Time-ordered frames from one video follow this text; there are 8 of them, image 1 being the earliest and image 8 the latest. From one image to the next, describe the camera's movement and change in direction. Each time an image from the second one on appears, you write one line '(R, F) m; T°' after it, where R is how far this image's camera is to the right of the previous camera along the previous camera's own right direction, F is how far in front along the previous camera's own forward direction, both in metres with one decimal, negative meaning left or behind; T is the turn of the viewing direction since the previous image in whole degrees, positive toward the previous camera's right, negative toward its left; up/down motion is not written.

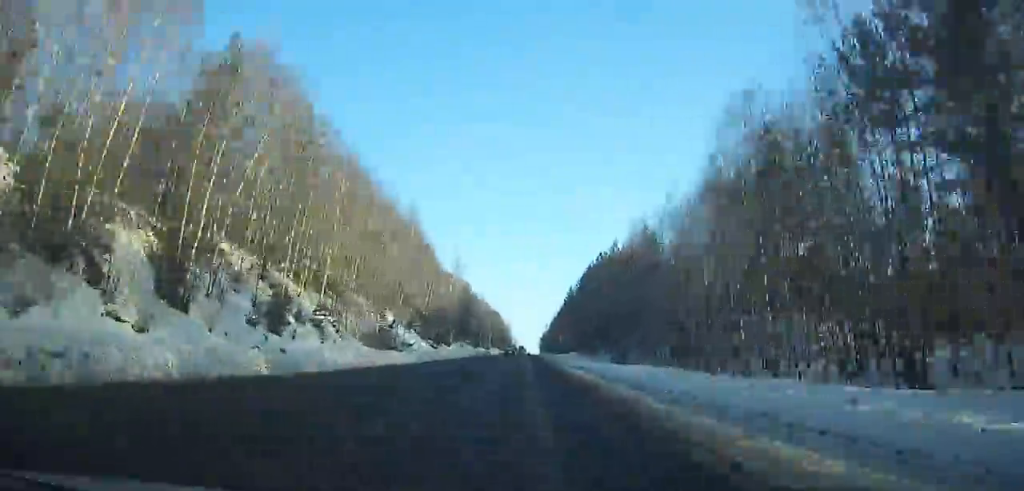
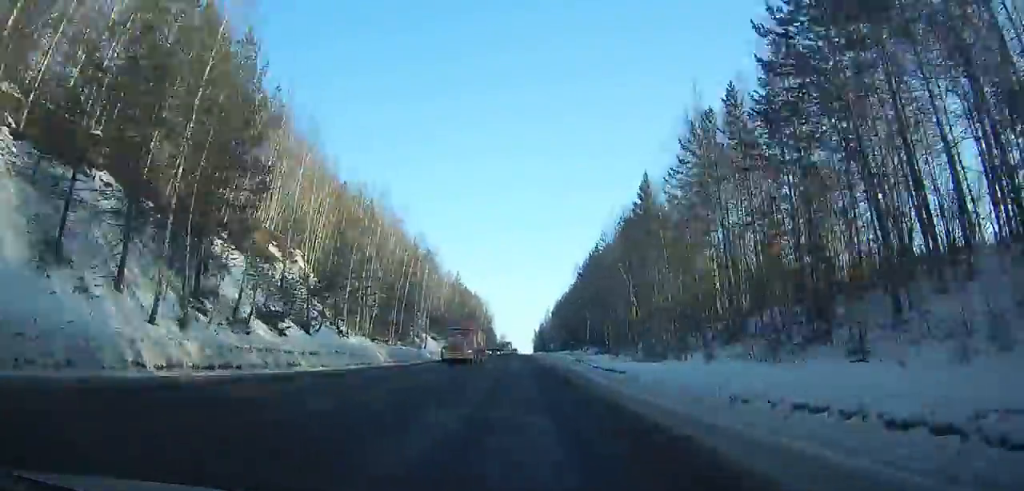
(+0.1, +115.7) m; 0°
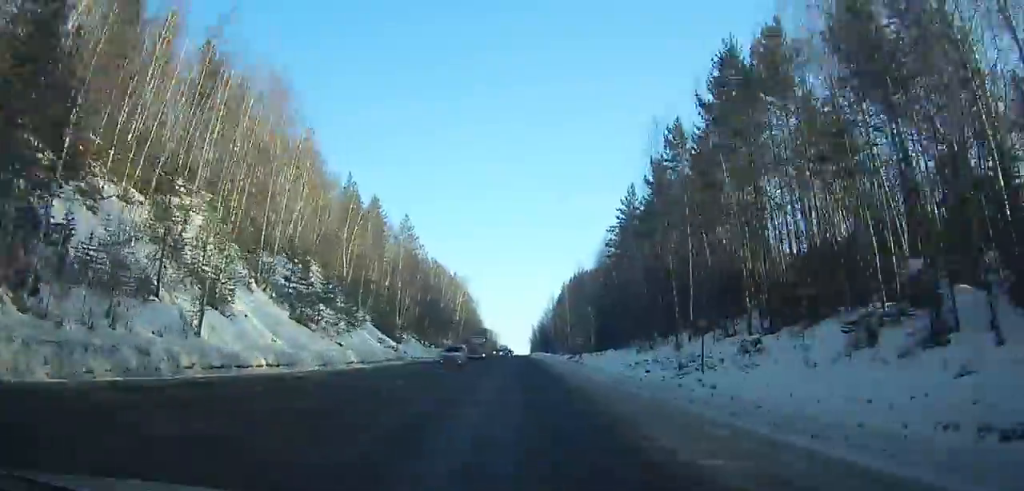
(+0.2, +58.7) m; 0°
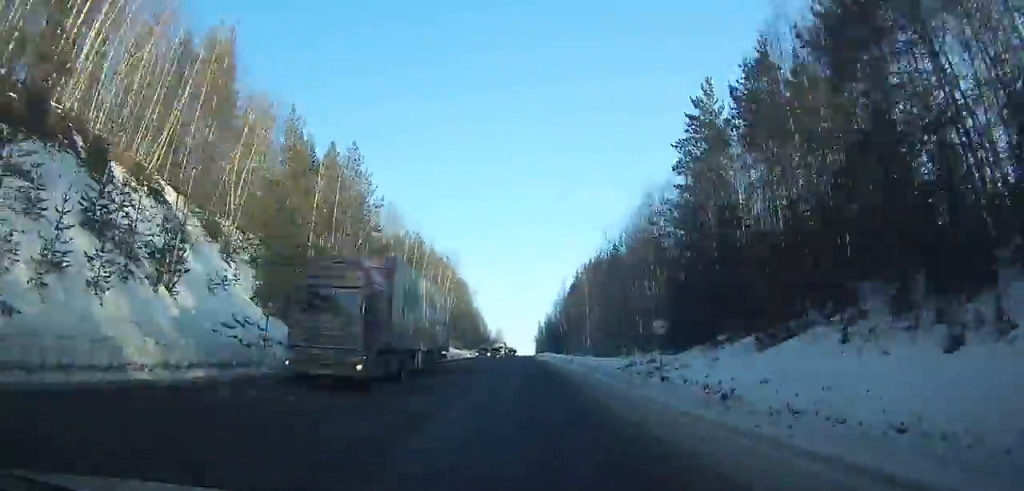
(0.0, +28.6) m; 0°
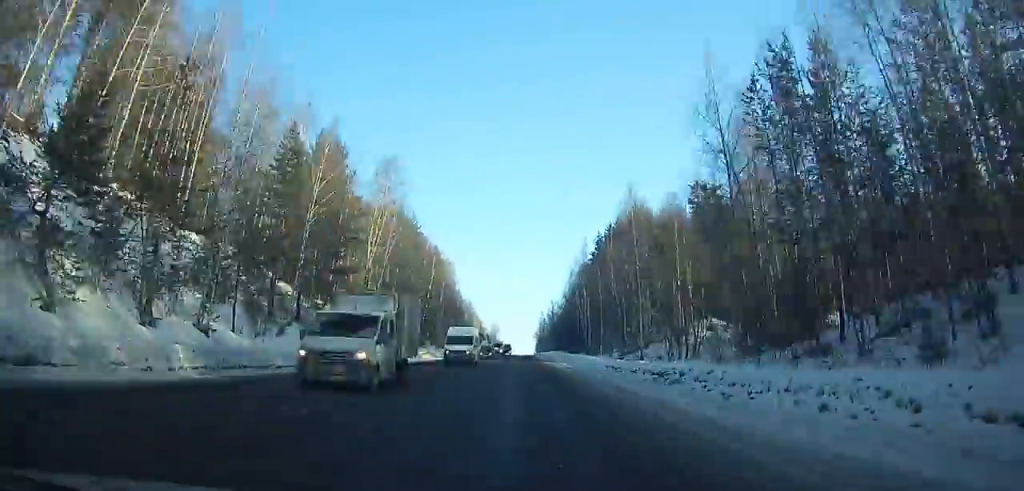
(-0.1, +47.3) m; 0°
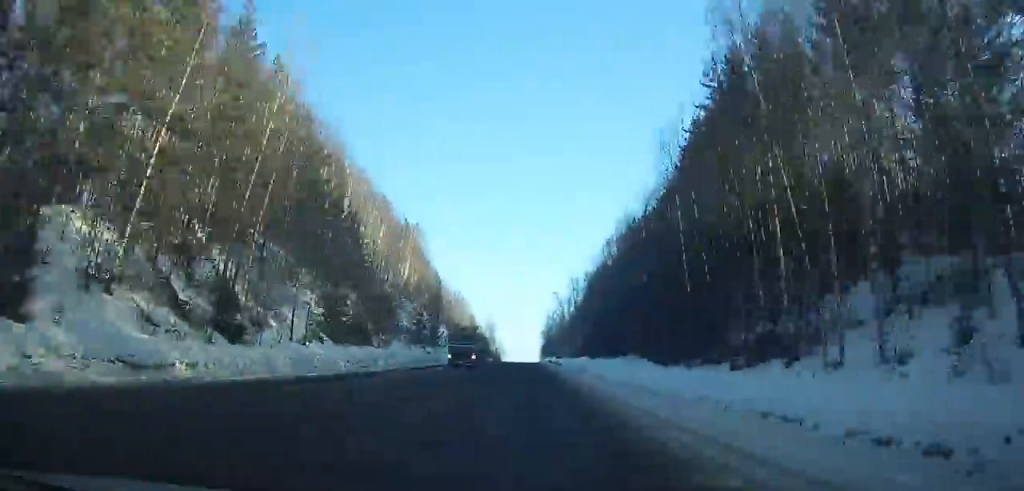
(+0.2, +68.6) m; 0°
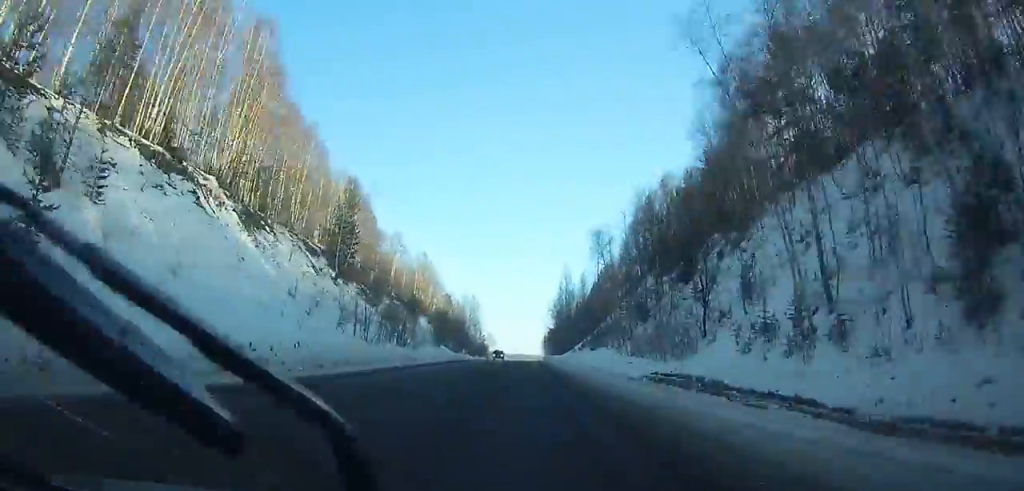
(+0.6, +92.3) m; 0°
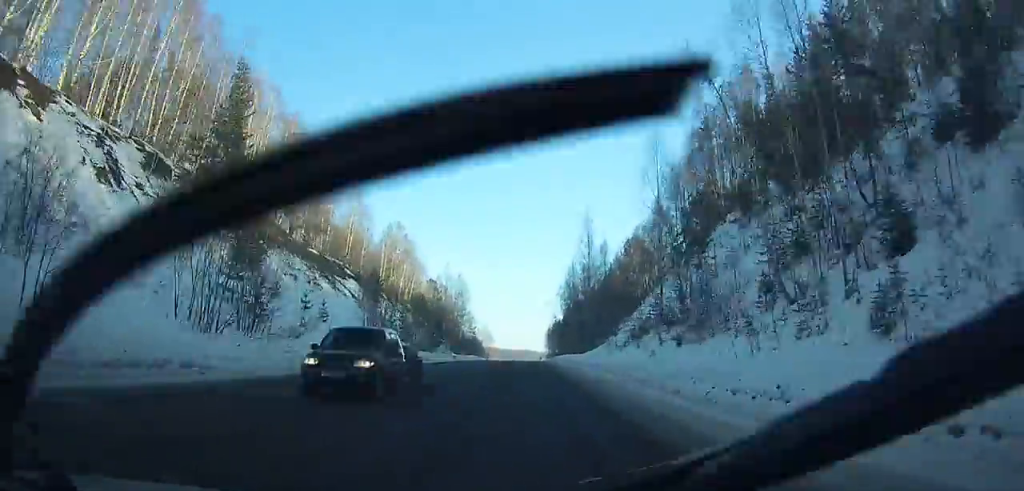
(+0.1, +37.8) m; 0°
